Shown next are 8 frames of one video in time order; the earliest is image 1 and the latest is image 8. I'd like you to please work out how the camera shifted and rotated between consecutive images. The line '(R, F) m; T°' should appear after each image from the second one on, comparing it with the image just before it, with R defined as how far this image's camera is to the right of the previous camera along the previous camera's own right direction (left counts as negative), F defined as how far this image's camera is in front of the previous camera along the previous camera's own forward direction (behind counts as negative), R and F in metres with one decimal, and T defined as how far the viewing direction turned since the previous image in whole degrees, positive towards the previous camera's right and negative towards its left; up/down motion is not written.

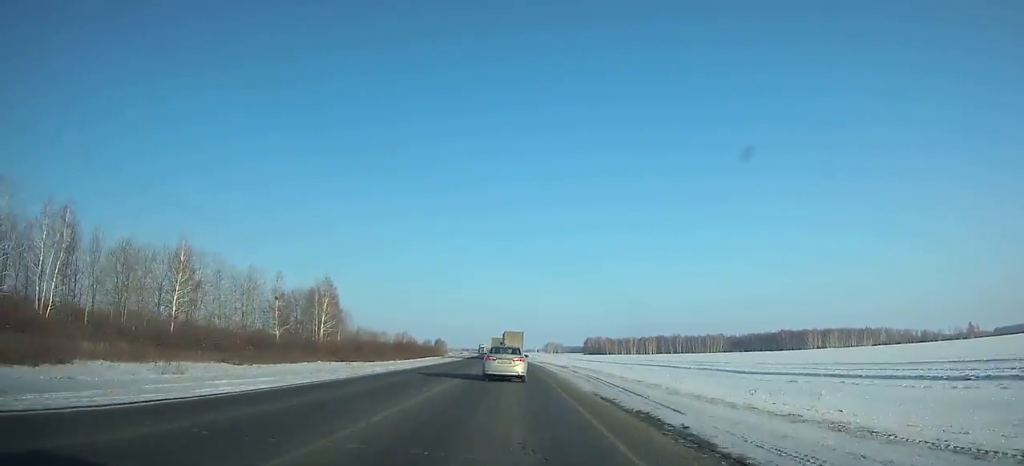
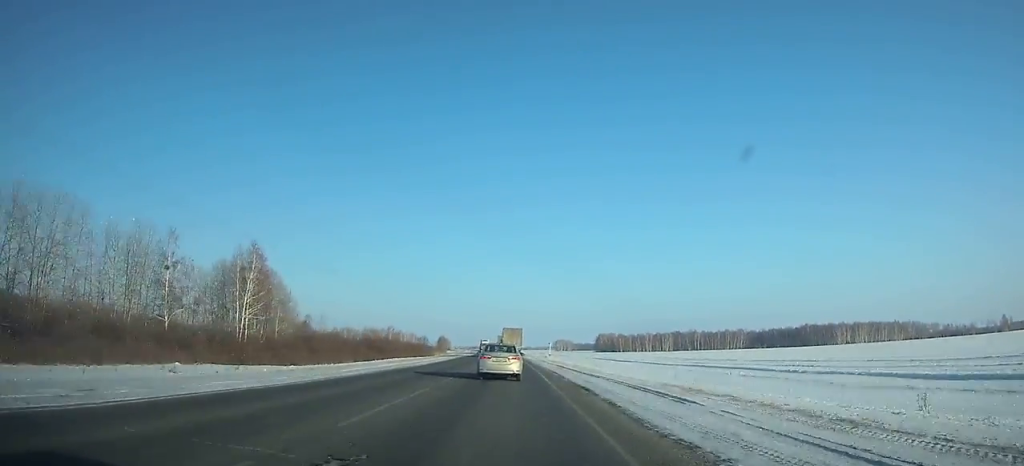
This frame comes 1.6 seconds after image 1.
(-0.5, +31.5) m; -1°
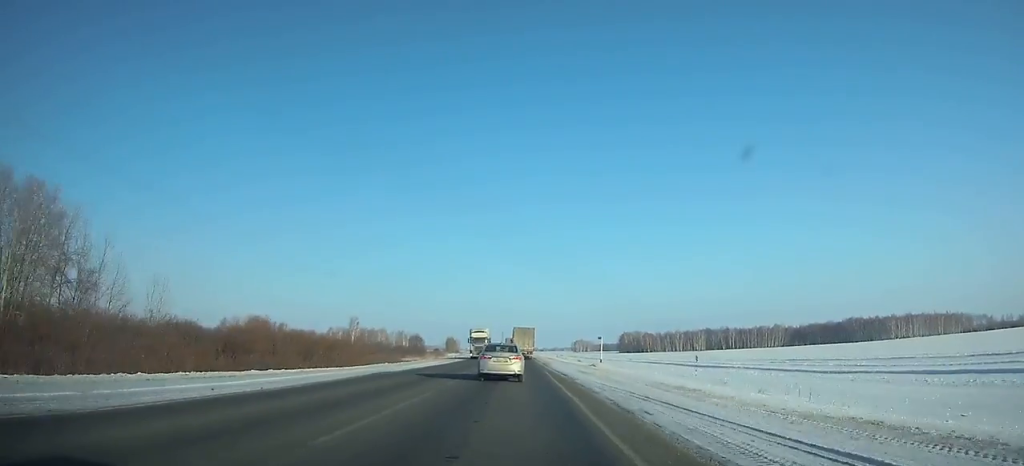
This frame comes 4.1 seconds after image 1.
(-0.6, +49.0) m; -1°
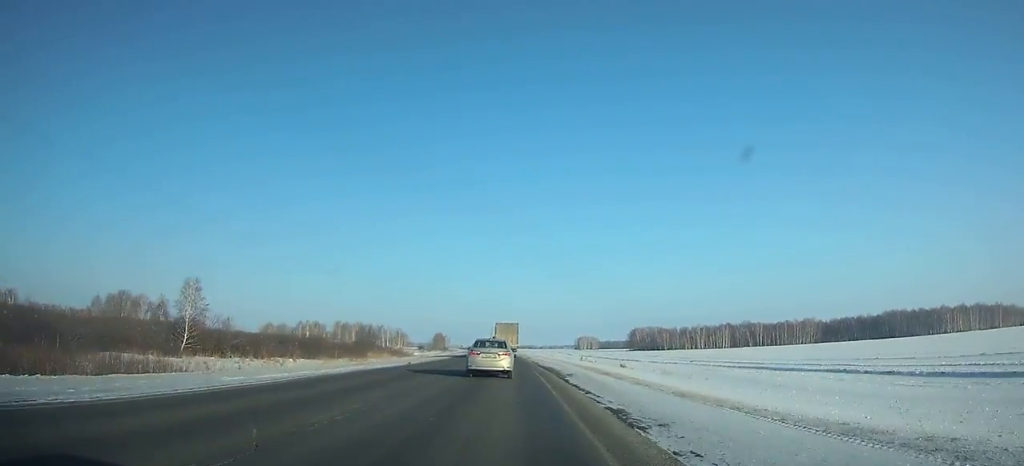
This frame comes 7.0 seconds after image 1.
(-0.5, +56.3) m; -1°
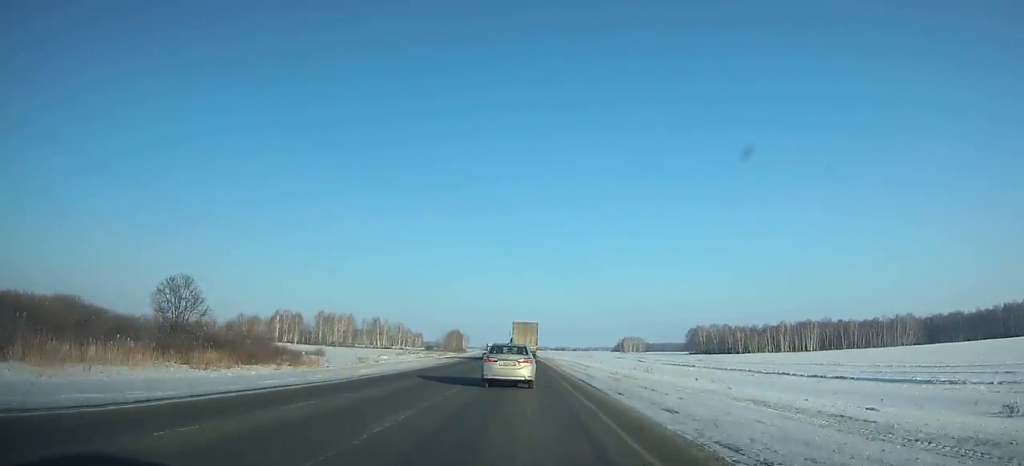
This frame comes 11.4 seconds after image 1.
(-1.8, +83.2) m; -2°
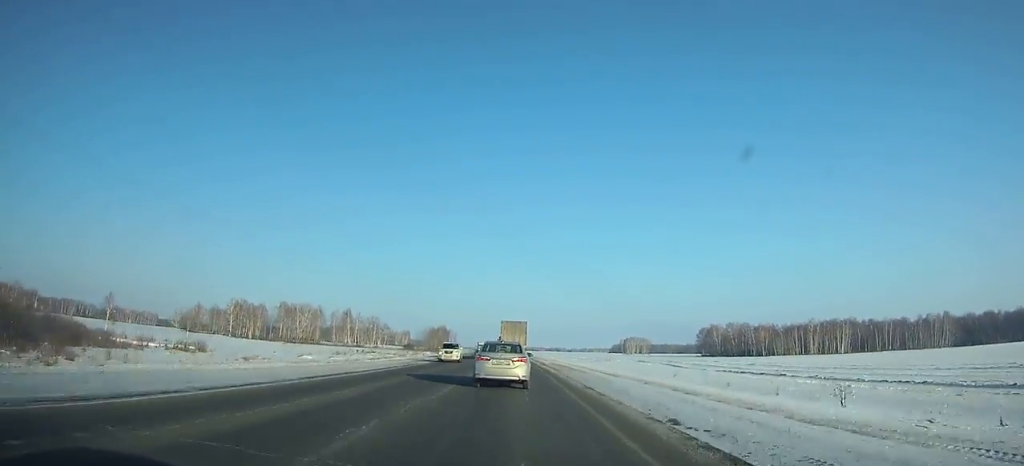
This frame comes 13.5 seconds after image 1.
(0.0, +38.6) m; 0°
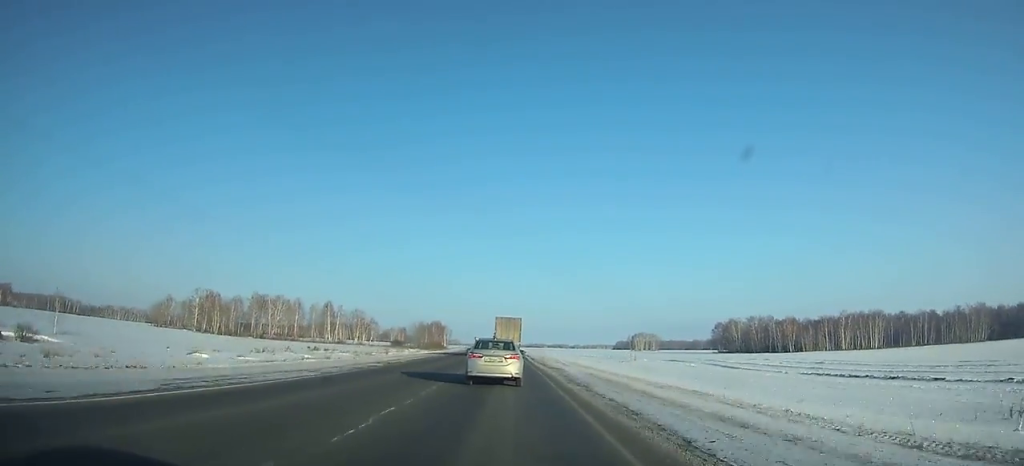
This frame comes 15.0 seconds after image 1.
(+0.2, +27.4) m; 0°
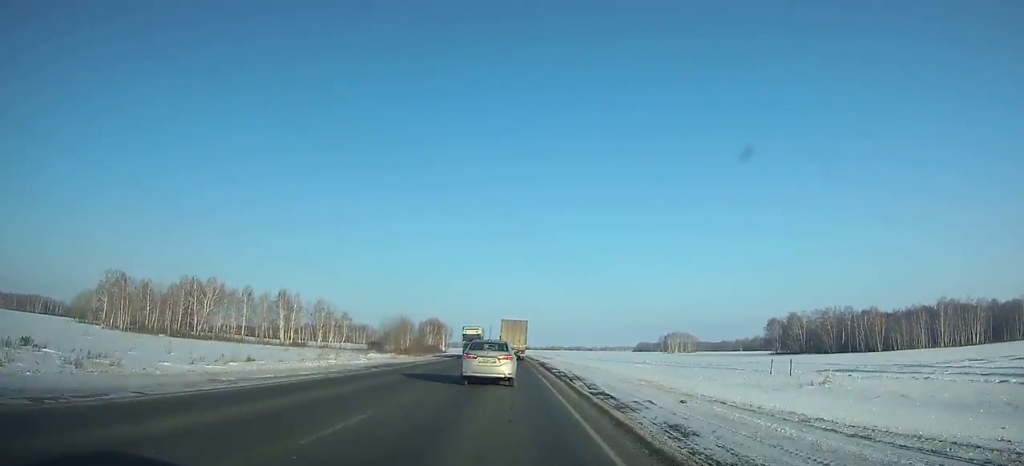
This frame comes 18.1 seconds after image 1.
(-0.7, +55.8) m; -1°
